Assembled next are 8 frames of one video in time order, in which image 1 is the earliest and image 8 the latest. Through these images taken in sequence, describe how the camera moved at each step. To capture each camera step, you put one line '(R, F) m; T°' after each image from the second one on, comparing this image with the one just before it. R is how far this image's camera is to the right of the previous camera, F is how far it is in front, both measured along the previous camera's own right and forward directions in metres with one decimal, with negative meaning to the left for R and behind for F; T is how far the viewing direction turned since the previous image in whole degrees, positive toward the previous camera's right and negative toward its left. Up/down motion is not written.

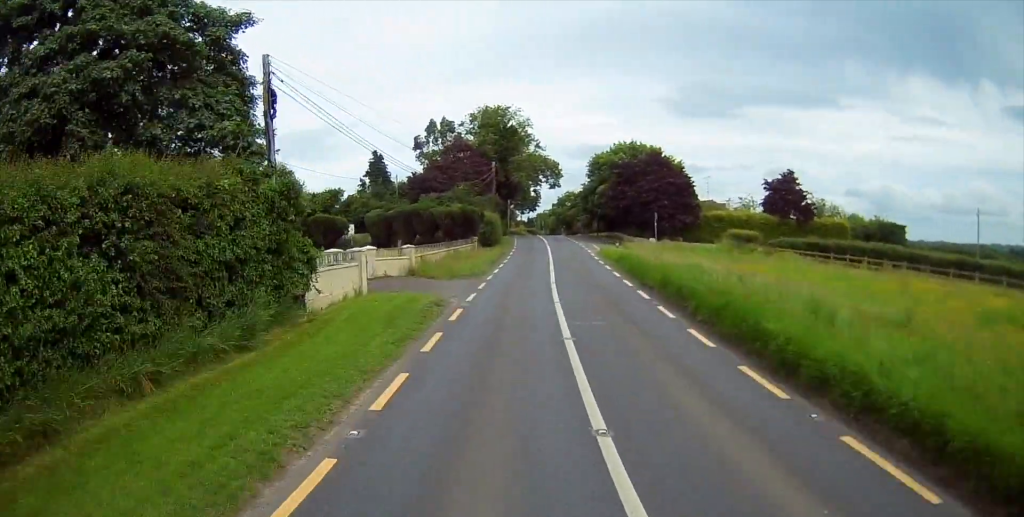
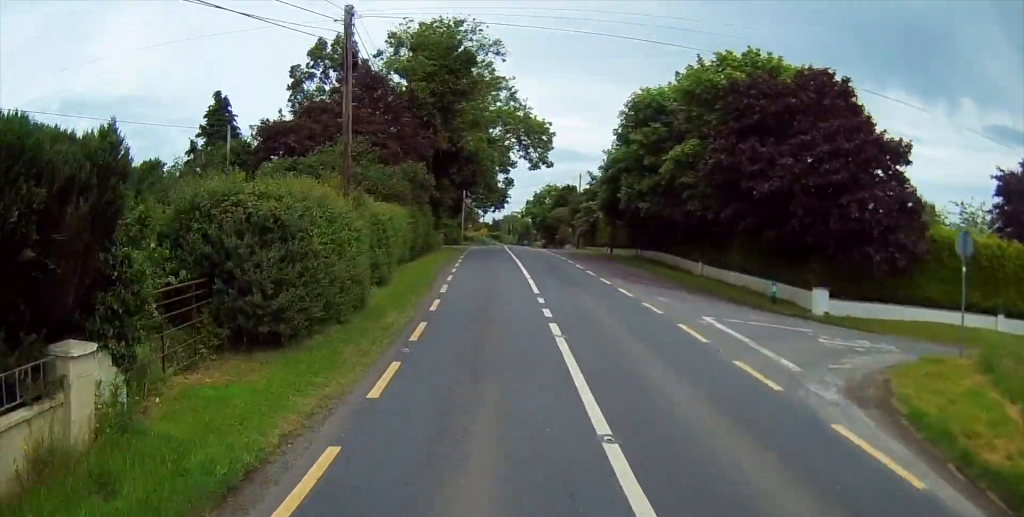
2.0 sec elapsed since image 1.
(+2.0, +43.9) m; +4°
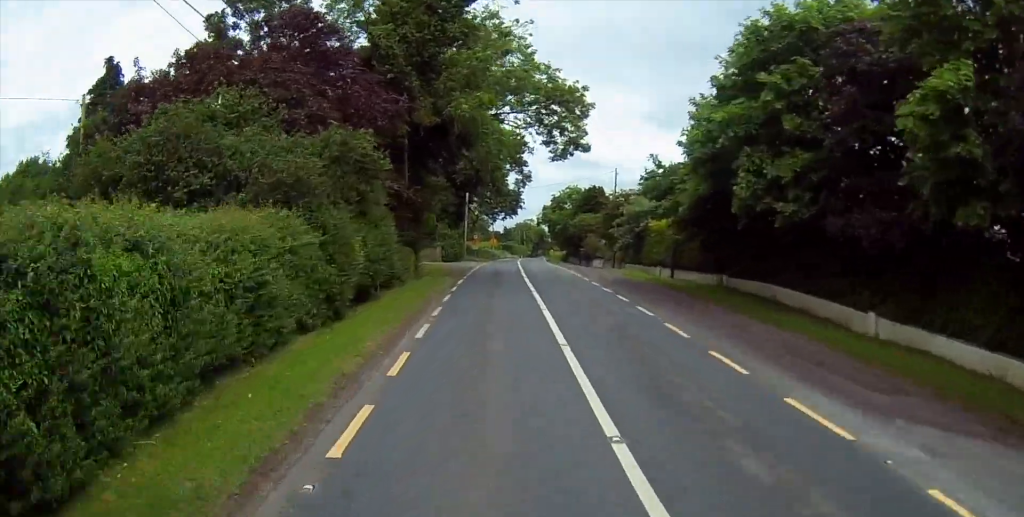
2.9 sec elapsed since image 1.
(+0.1, +17.9) m; 0°
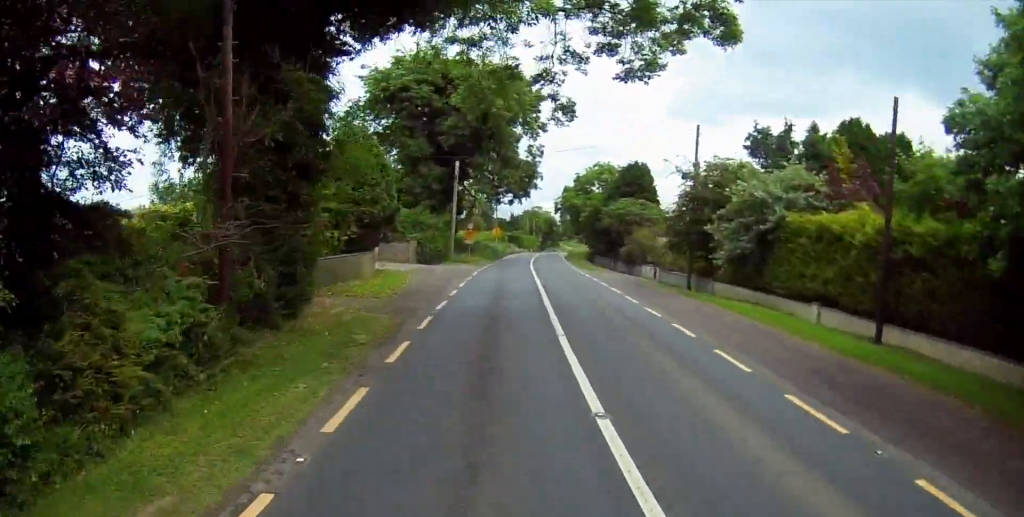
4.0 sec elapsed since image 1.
(0.0, +23.5) m; +1°
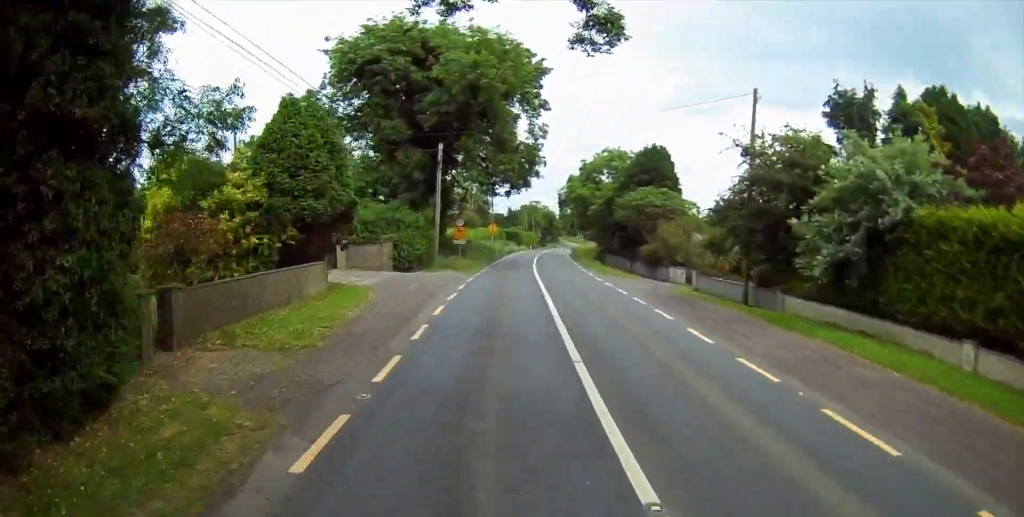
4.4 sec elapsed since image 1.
(+0.2, +9.2) m; 0°
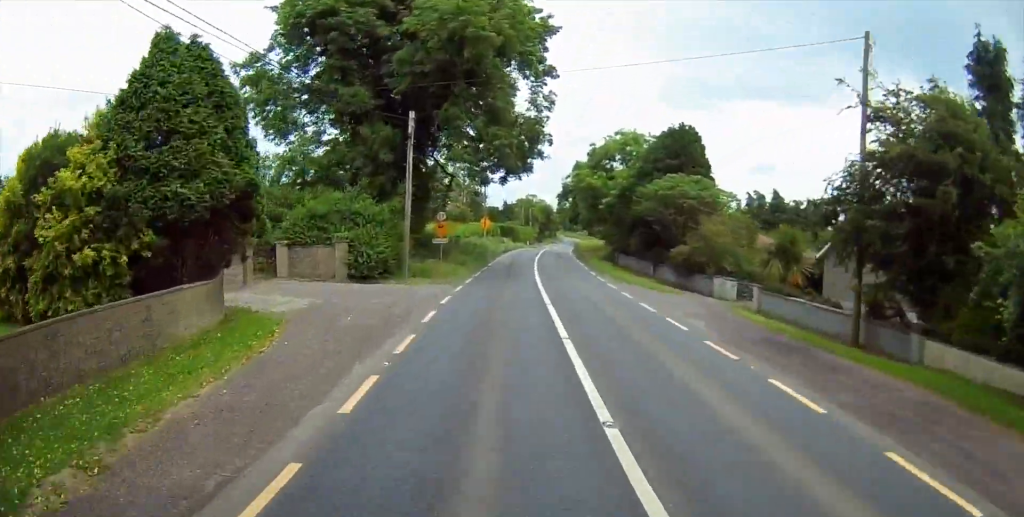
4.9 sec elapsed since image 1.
(-0.1, +10.0) m; -1°
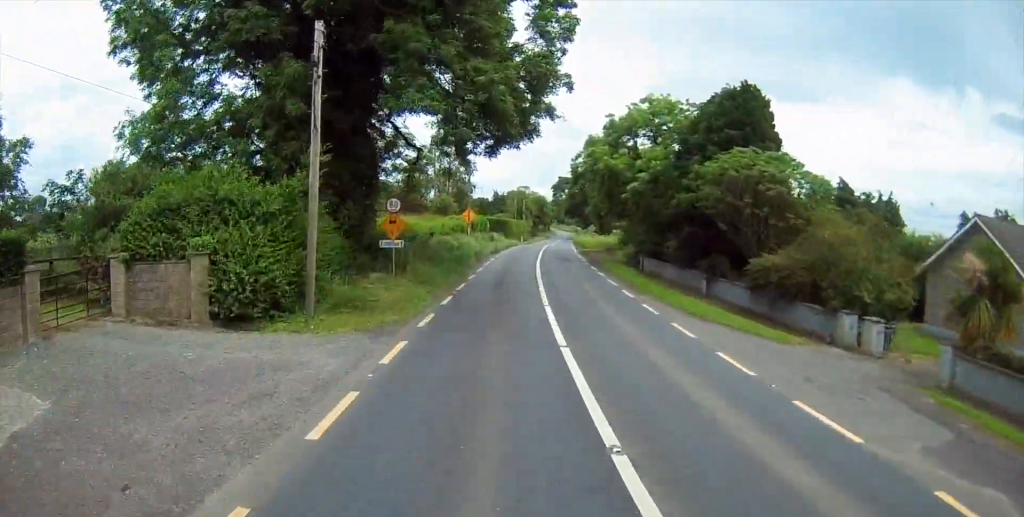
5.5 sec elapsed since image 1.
(0.0, +13.5) m; -1°
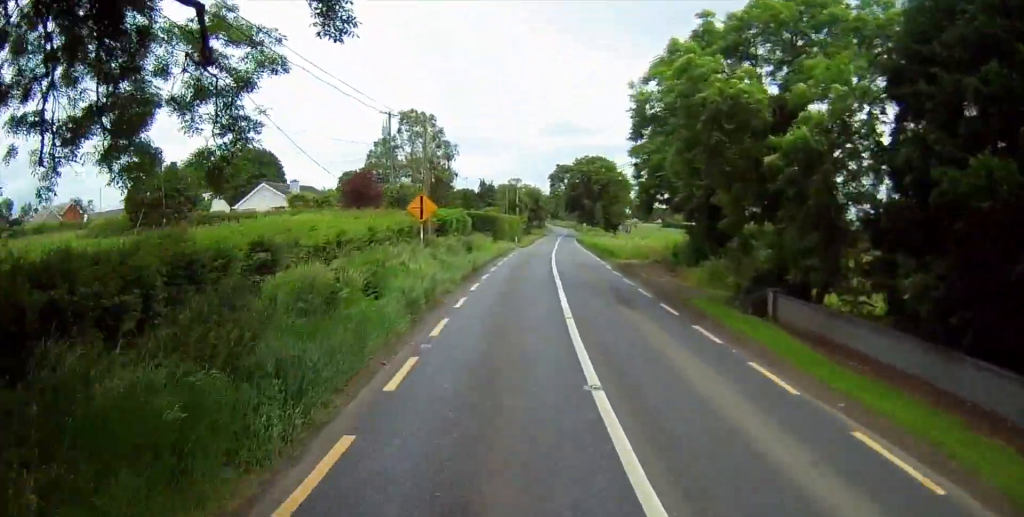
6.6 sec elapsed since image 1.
(-0.3, +22.6) m; 0°
